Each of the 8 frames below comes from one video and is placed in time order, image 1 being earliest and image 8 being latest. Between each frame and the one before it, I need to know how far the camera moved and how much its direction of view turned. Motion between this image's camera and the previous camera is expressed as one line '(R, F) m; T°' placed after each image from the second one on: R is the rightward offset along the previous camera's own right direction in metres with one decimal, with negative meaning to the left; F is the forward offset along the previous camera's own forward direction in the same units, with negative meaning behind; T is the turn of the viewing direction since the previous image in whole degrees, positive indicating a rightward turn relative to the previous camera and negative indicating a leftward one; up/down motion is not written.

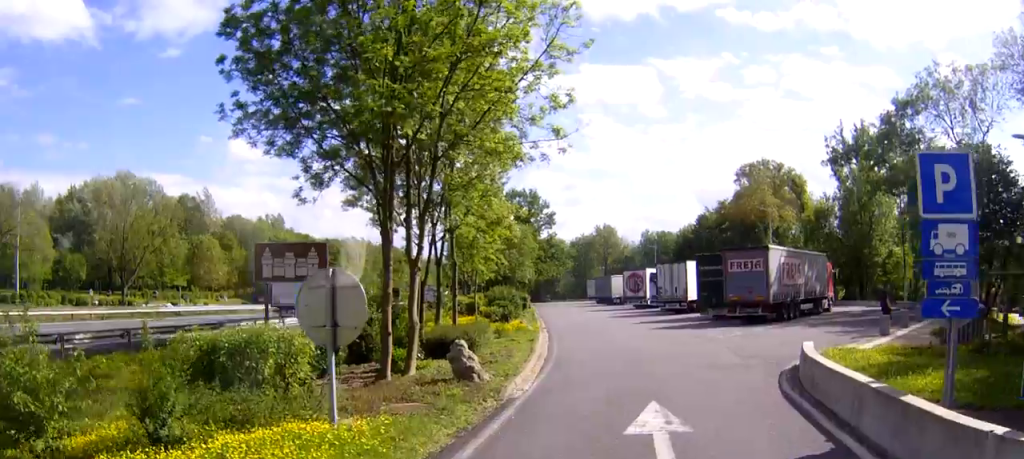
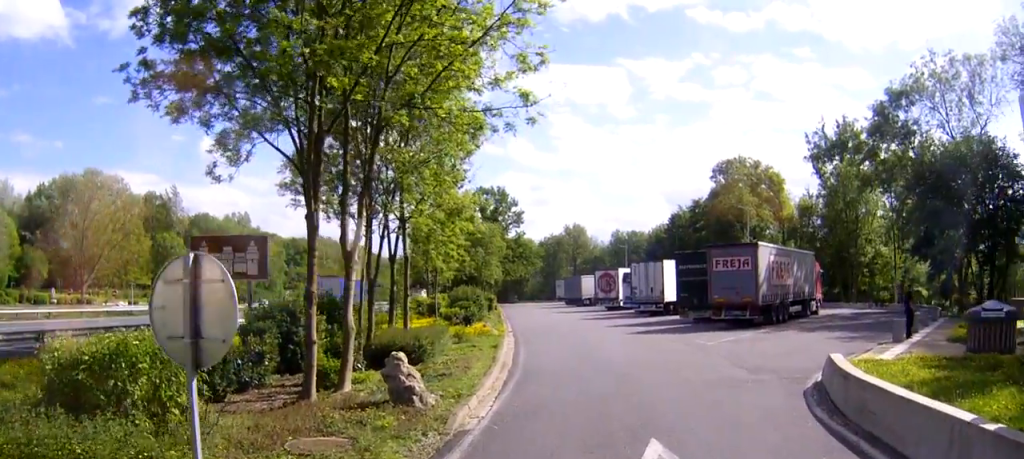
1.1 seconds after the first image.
(+0.1, +3.4) m; +1°
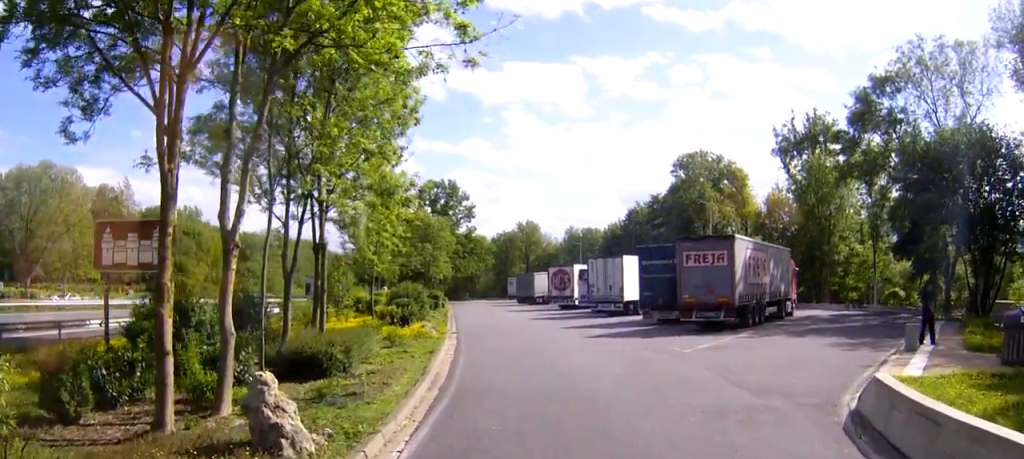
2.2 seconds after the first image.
(0.0, +3.9) m; +5°
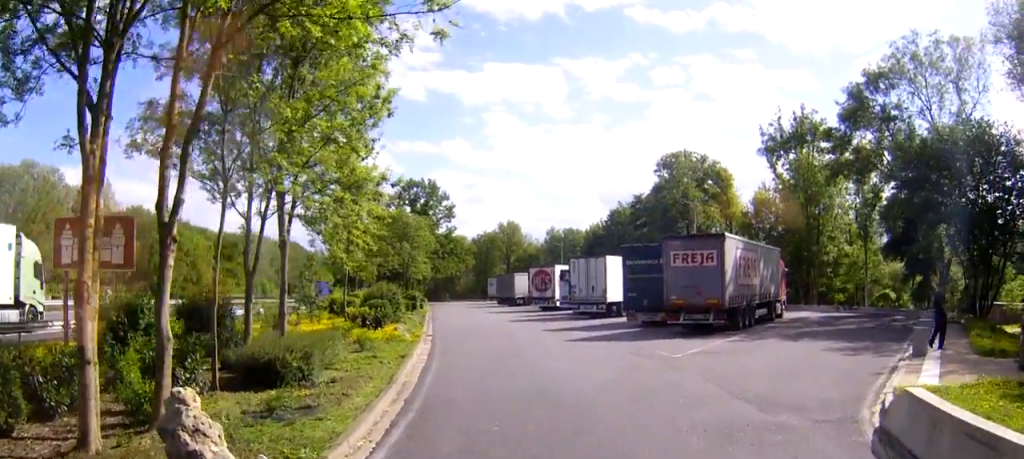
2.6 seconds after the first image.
(0.0, +1.5) m; +3°
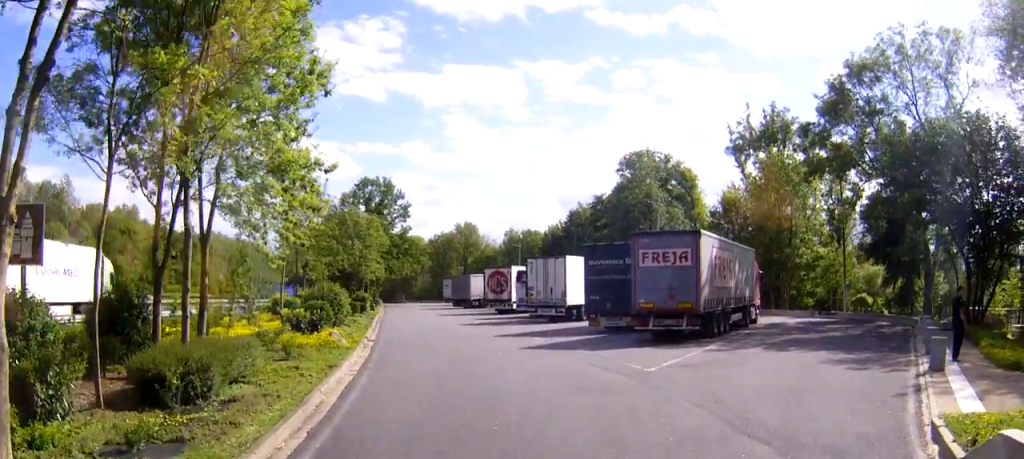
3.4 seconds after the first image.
(+0.3, +3.1) m; +6°
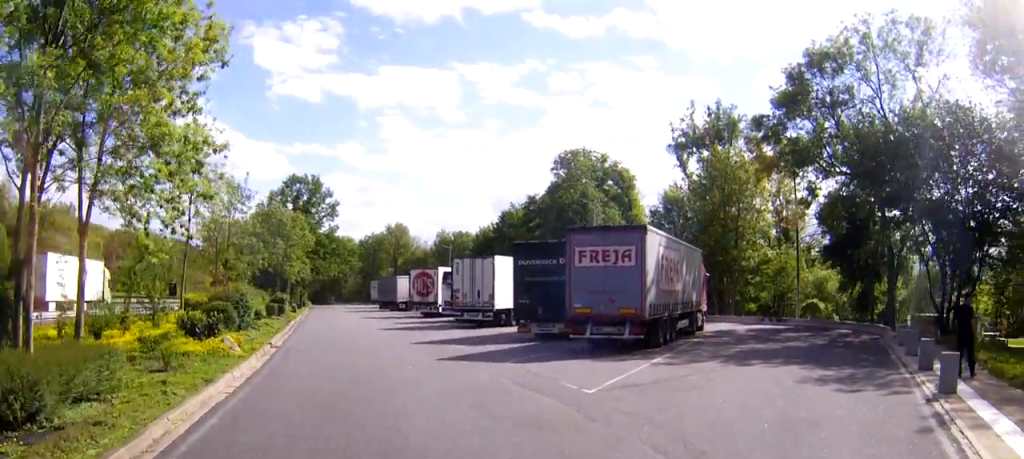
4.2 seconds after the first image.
(+0.1, +3.1) m; +1°
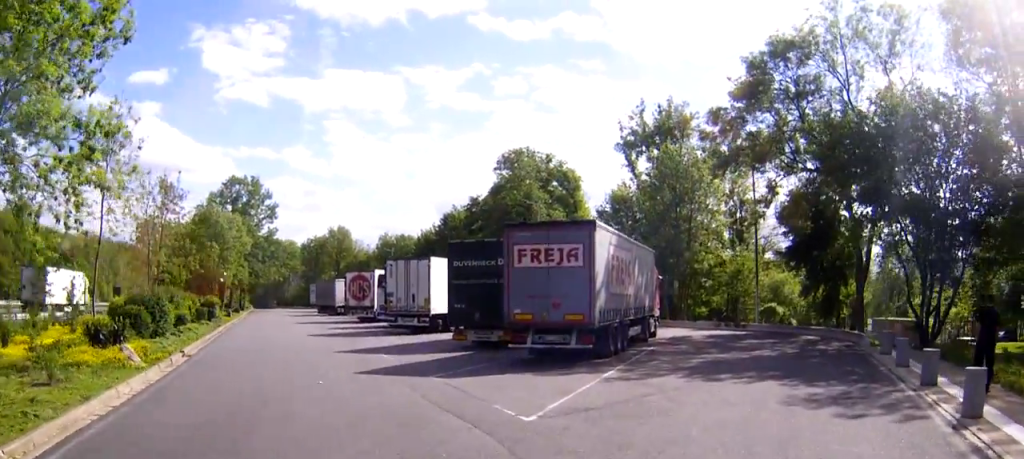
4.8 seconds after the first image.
(0.0, +2.5) m; -3°
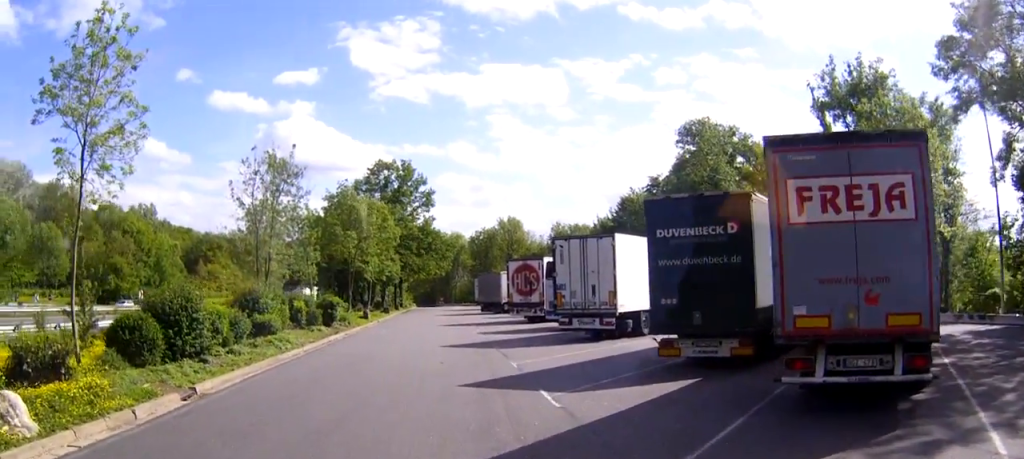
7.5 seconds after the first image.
(-2.1, +9.6) m; -20°
